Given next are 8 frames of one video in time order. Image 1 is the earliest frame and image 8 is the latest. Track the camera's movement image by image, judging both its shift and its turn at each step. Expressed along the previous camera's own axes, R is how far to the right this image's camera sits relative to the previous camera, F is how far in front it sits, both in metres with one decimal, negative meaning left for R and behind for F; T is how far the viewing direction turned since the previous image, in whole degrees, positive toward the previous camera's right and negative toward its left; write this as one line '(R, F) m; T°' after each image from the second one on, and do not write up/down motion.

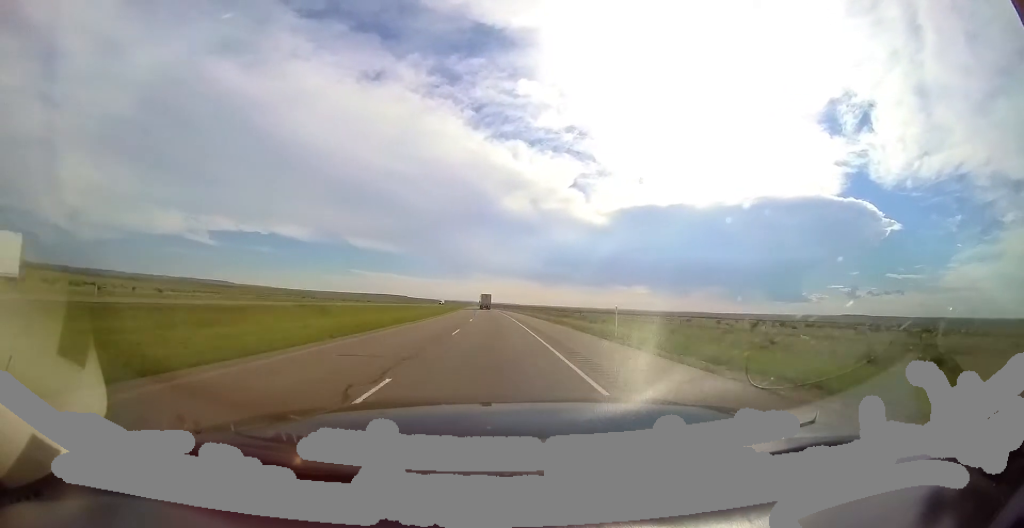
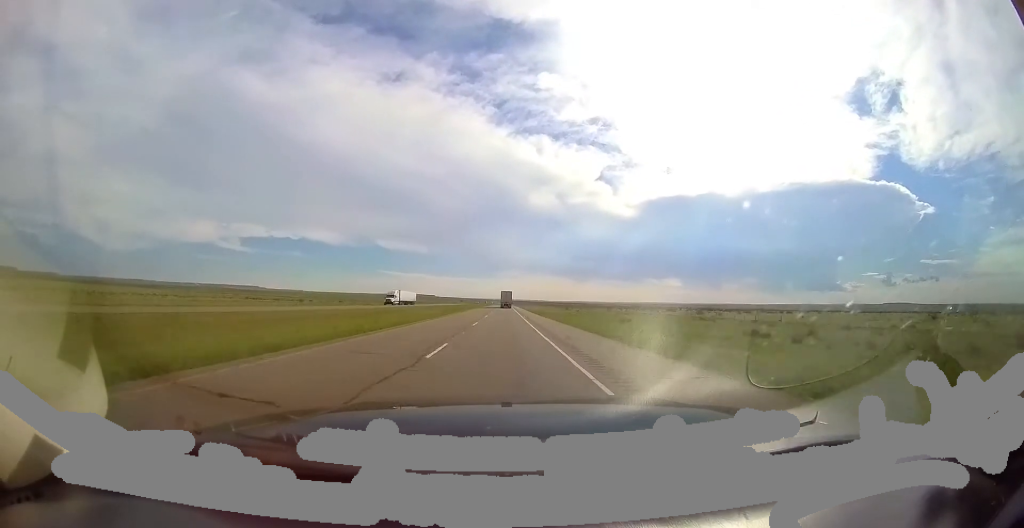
(-3.3, +91.5) m; -3°
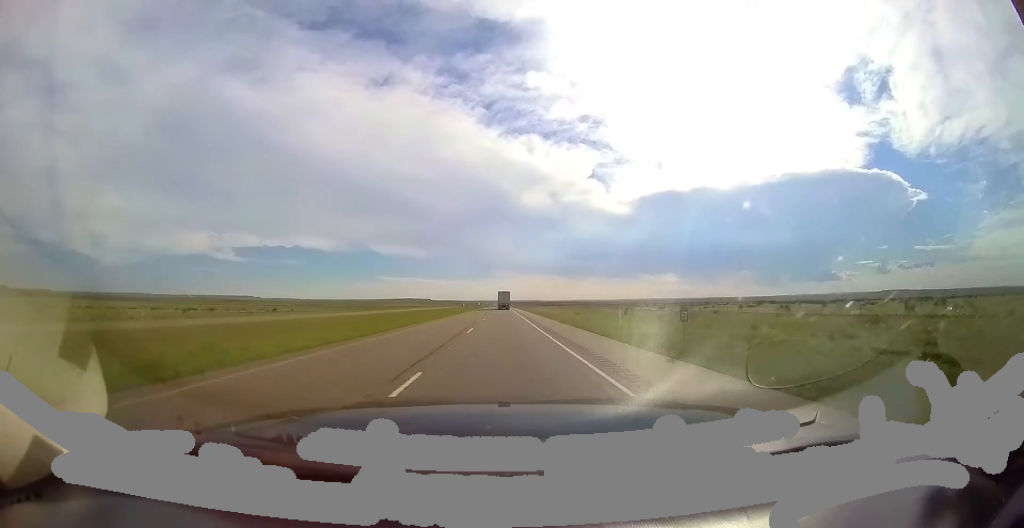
(-0.5, +52.9) m; 0°
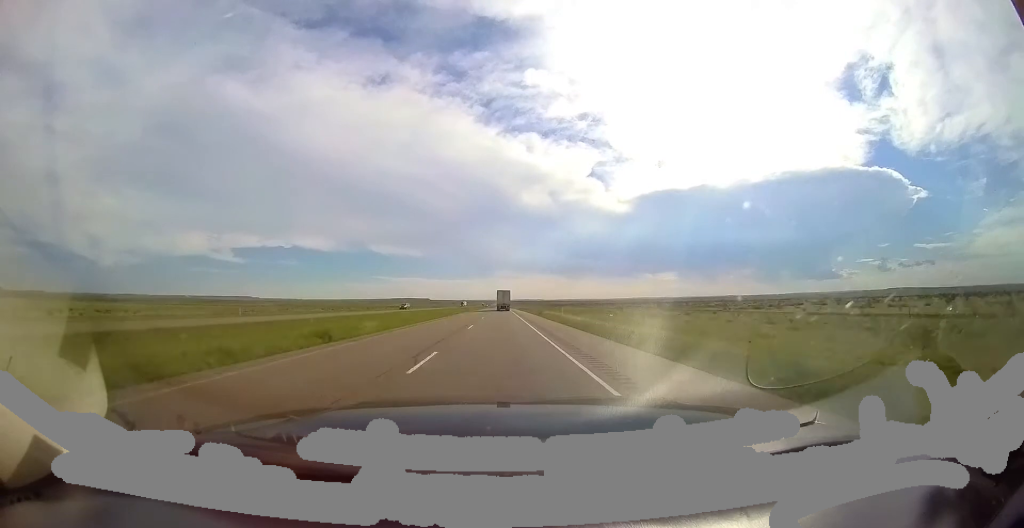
(+0.8, +81.7) m; 0°
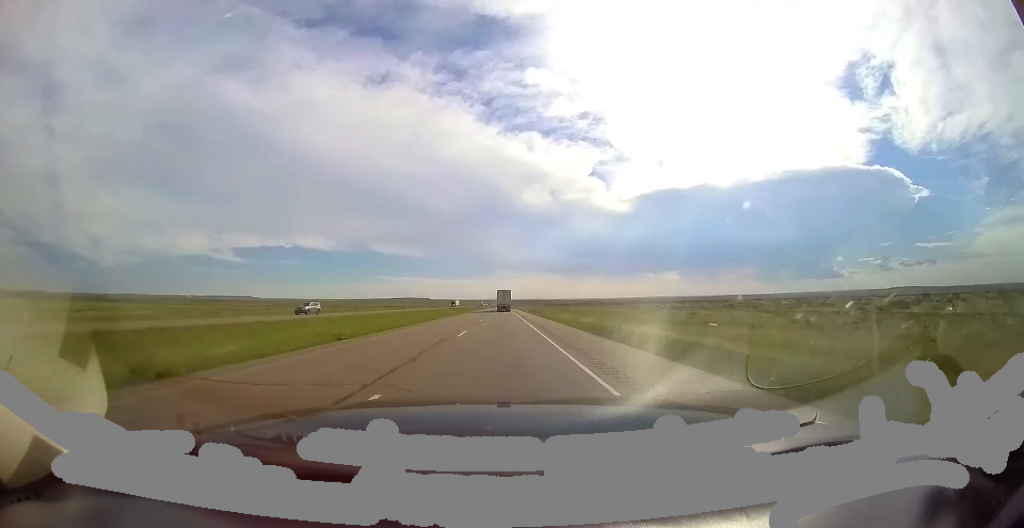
(-0.1, +28.8) m; 0°
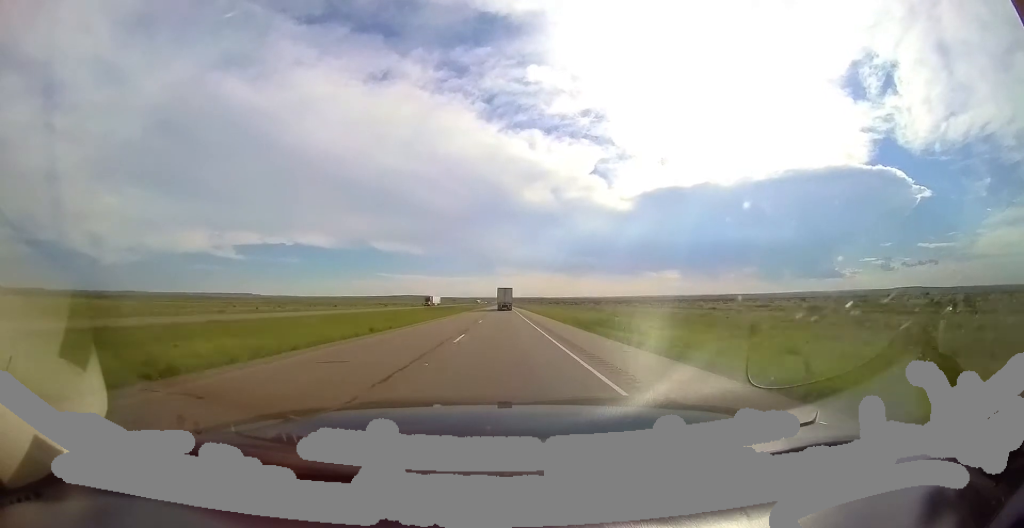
(0.0, +38.6) m; 0°
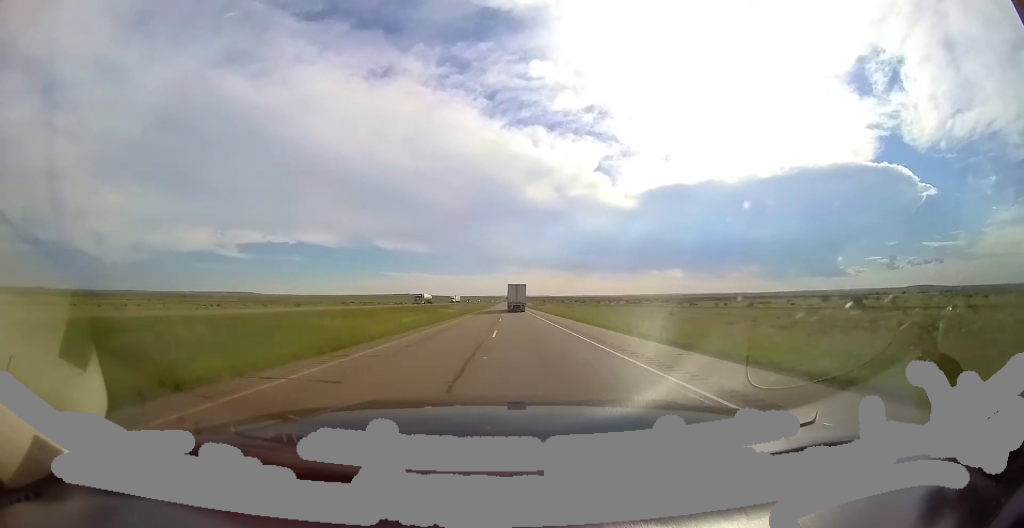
(-1.5, +120.3) m; -1°
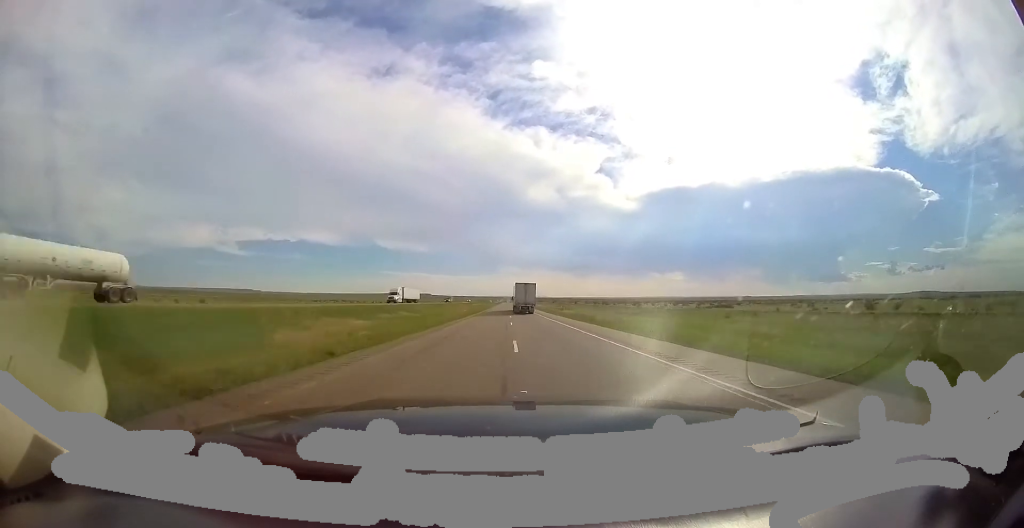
(+0.4, +52.9) m; 0°
